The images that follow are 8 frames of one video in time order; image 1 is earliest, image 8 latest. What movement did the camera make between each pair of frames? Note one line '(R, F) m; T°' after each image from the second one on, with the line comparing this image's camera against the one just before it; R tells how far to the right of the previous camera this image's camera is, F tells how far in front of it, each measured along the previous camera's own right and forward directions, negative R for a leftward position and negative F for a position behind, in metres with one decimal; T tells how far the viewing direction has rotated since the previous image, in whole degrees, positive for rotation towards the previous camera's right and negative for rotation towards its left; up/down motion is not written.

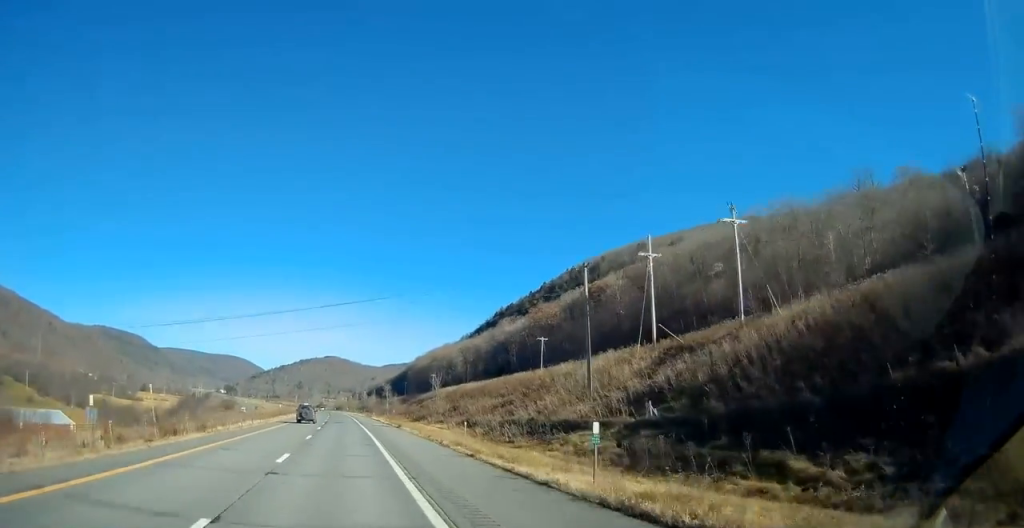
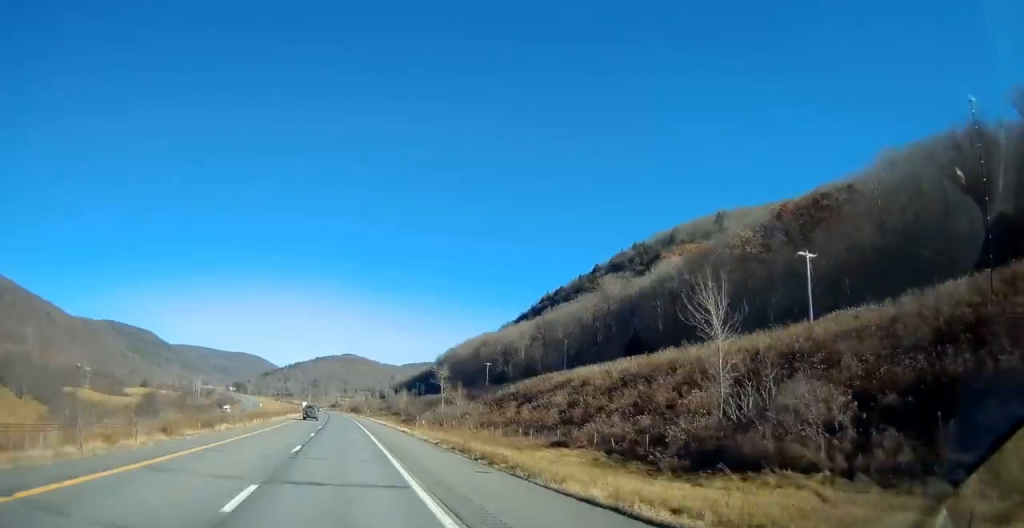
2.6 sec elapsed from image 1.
(-2.5, +80.7) m; -2°
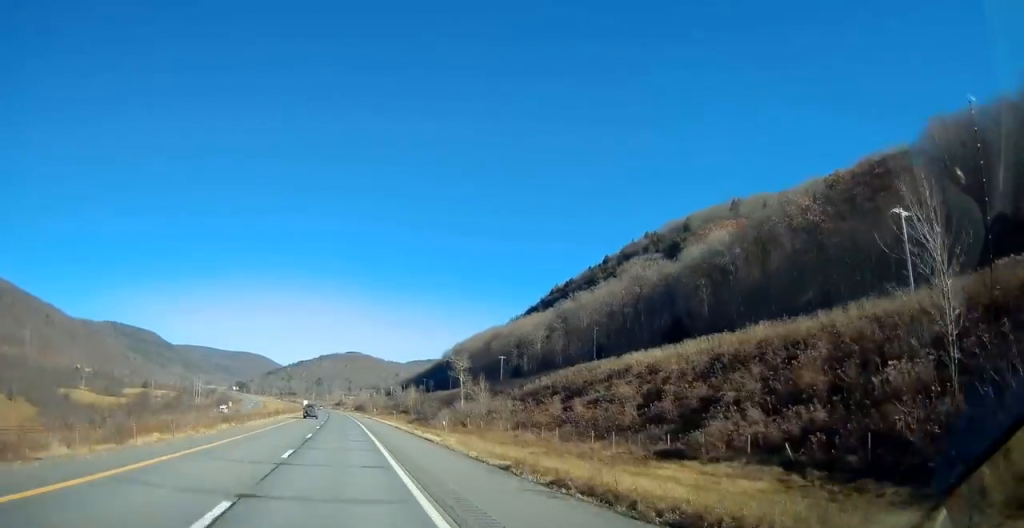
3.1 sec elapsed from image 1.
(0.0, +14.5) m; 0°
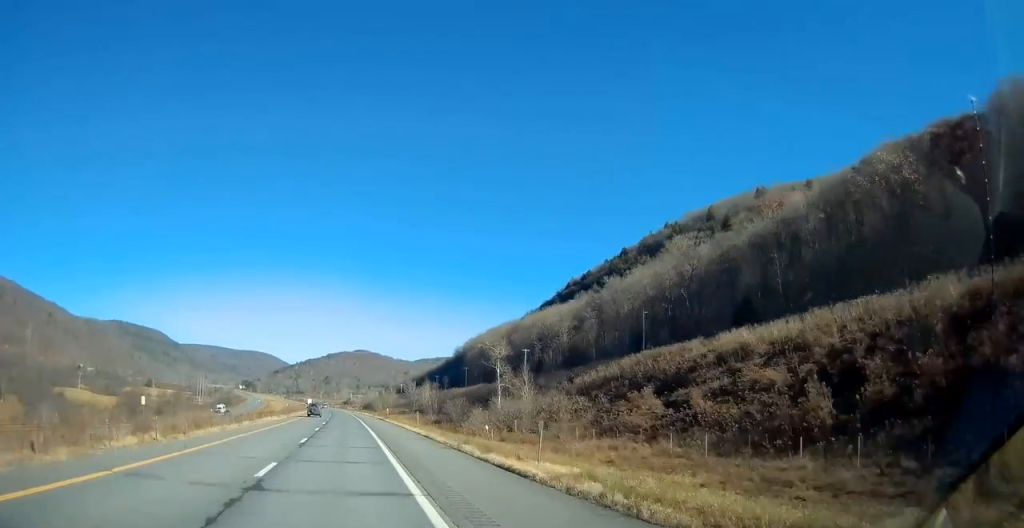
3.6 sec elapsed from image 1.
(0.0, +17.5) m; -1°
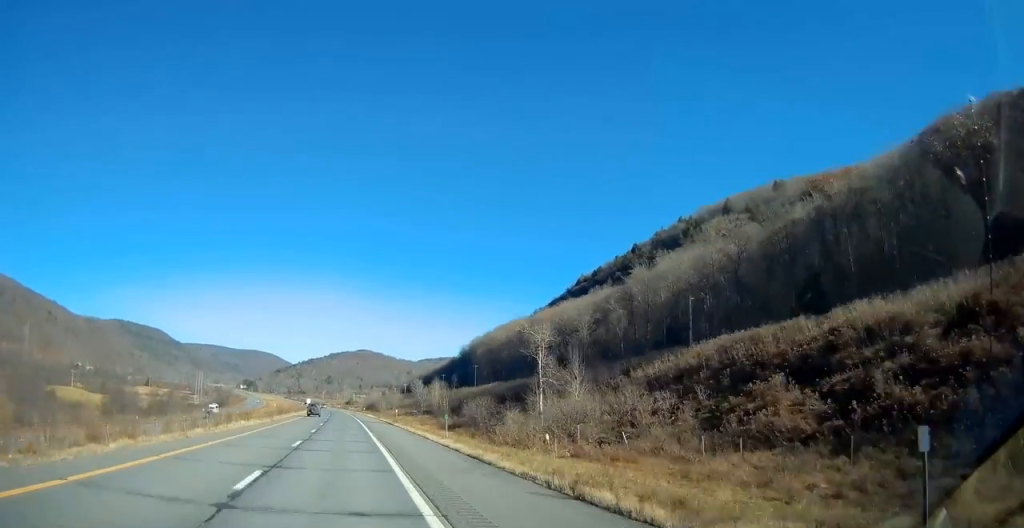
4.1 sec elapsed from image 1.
(0.0, +14.4) m; -1°
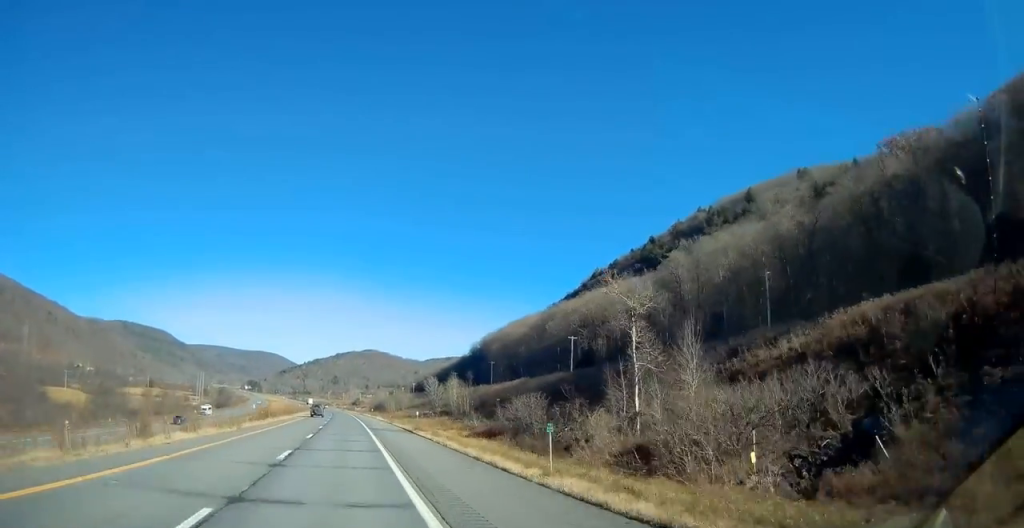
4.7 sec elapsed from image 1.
(-0.3, +17.4) m; -1°
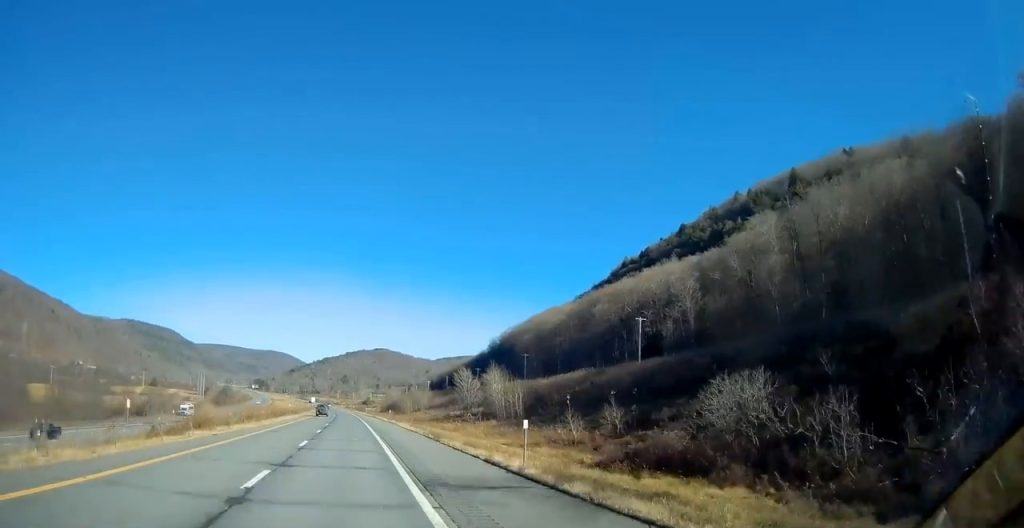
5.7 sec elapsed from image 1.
(-0.2, +30.6) m; -1°
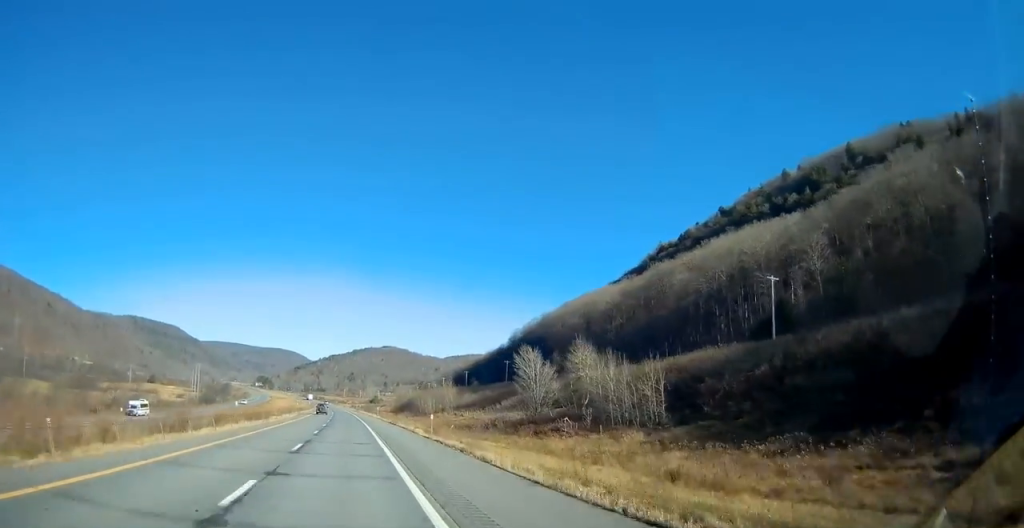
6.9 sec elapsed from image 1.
(-0.2, +38.7) m; -1°
